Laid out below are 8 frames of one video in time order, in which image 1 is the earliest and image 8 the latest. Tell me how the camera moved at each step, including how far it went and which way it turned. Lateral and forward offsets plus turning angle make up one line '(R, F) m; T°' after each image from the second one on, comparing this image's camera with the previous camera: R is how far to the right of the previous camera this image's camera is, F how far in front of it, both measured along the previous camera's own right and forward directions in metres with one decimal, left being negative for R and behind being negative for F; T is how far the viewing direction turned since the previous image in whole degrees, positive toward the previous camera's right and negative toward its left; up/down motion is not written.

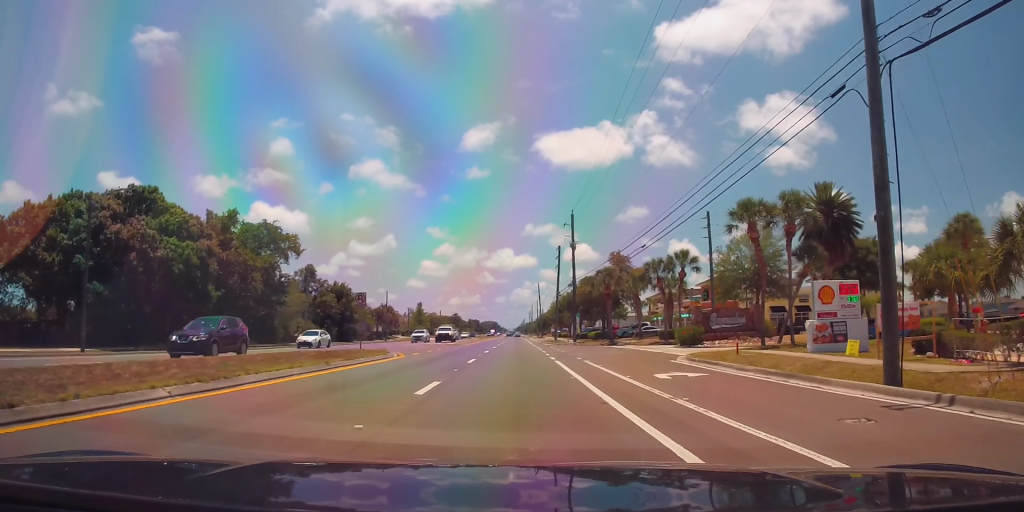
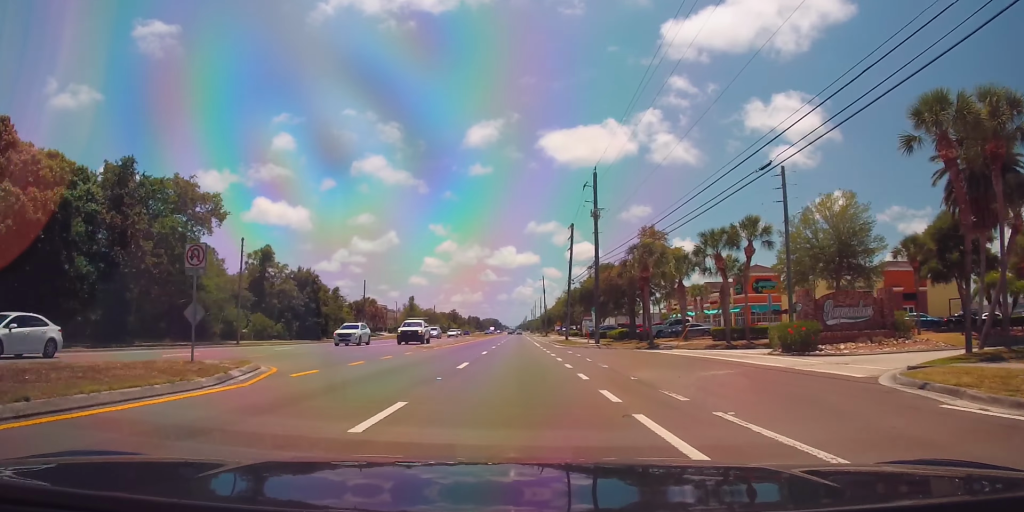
(0.0, +17.4) m; 0°
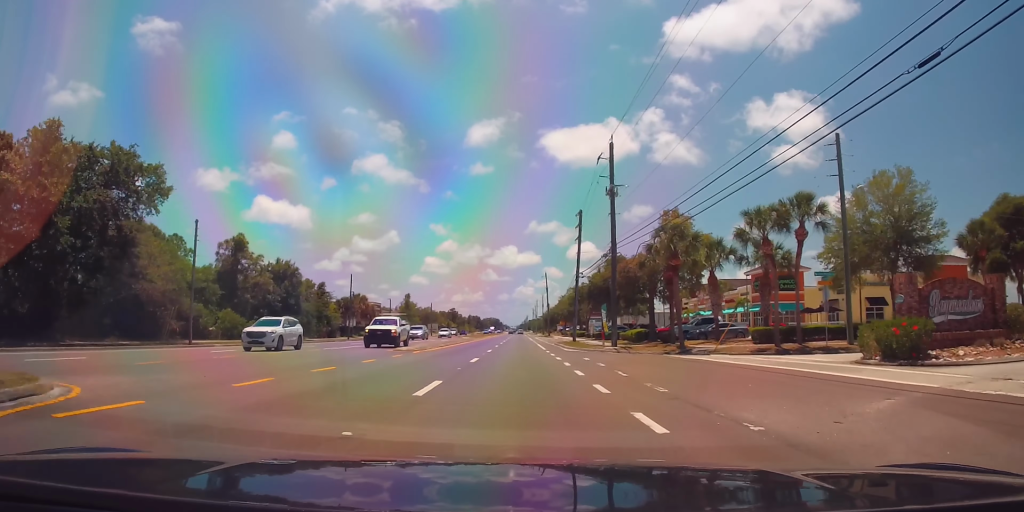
(0.0, +8.1) m; -1°
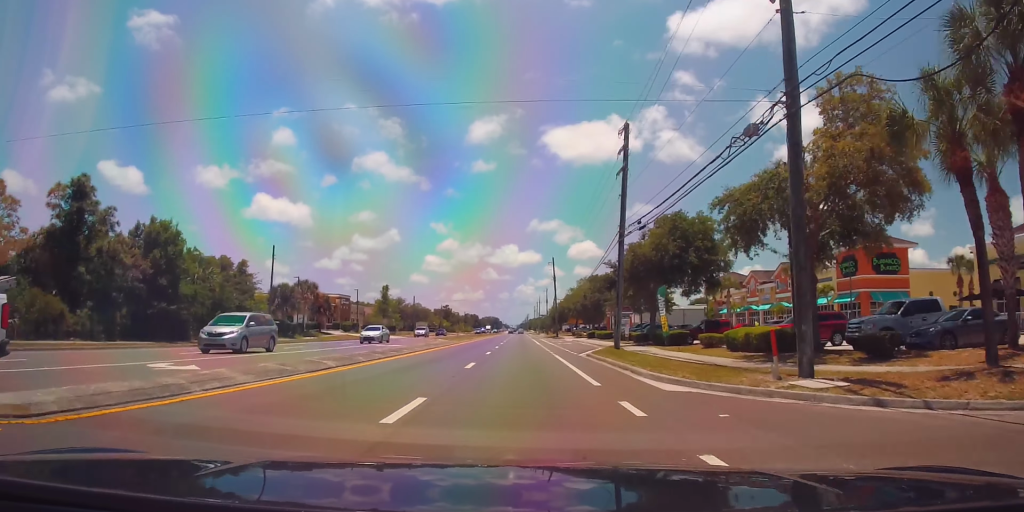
(-0.5, +27.1) m; -1°
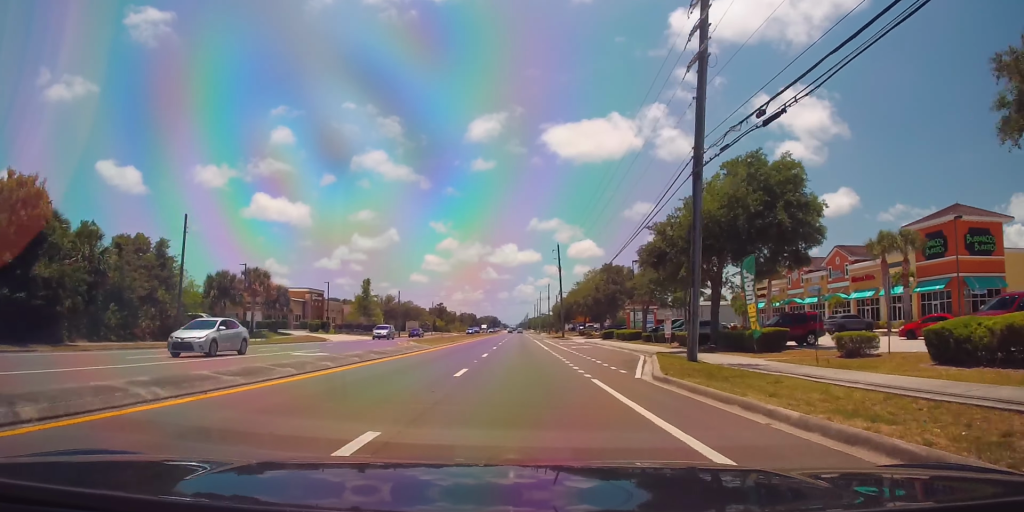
(+0.3, +15.8) m; +1°
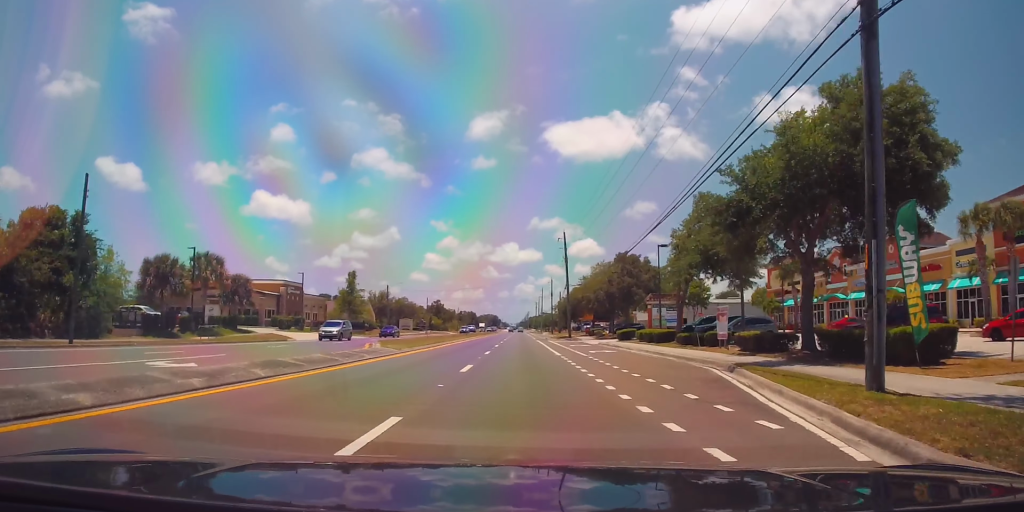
(+0.1, +11.0) m; 0°
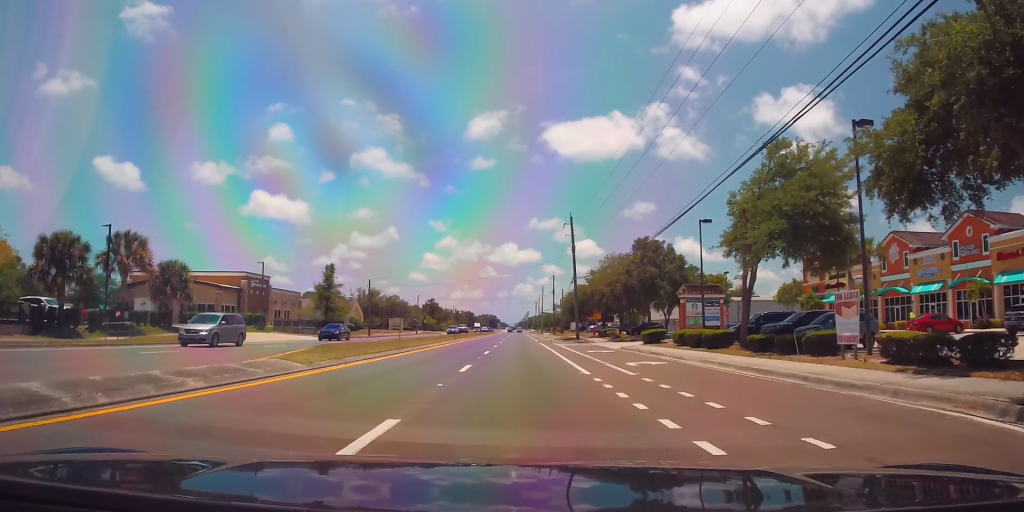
(0.0, +12.4) m; 0°
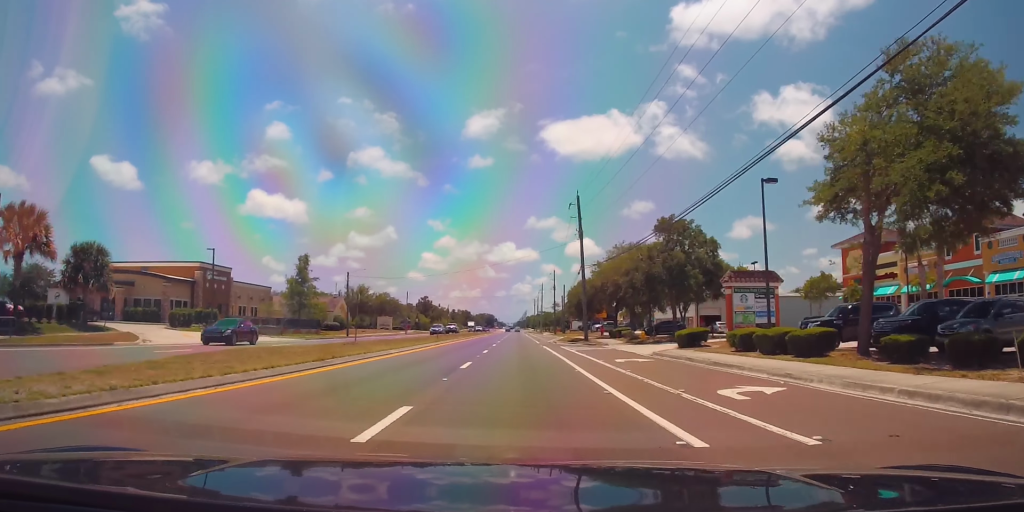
(0.0, +10.9) m; 0°
